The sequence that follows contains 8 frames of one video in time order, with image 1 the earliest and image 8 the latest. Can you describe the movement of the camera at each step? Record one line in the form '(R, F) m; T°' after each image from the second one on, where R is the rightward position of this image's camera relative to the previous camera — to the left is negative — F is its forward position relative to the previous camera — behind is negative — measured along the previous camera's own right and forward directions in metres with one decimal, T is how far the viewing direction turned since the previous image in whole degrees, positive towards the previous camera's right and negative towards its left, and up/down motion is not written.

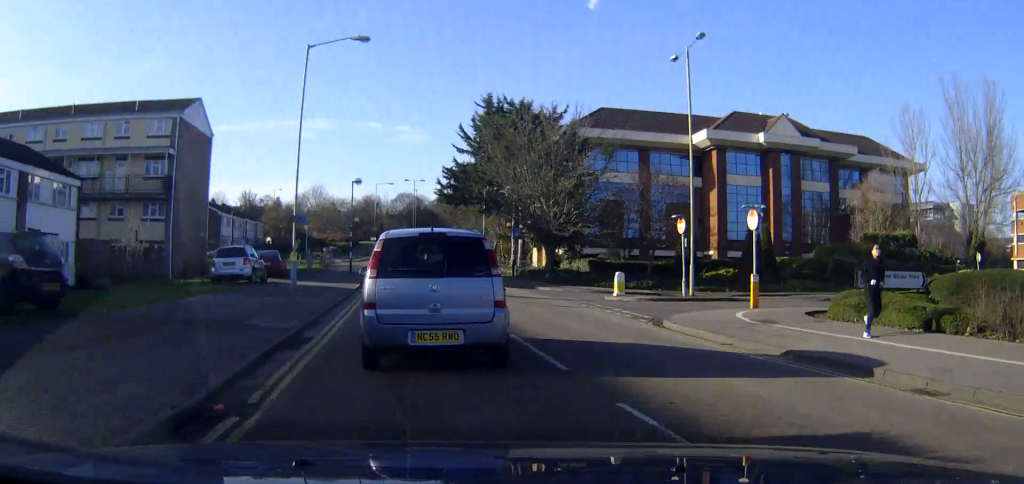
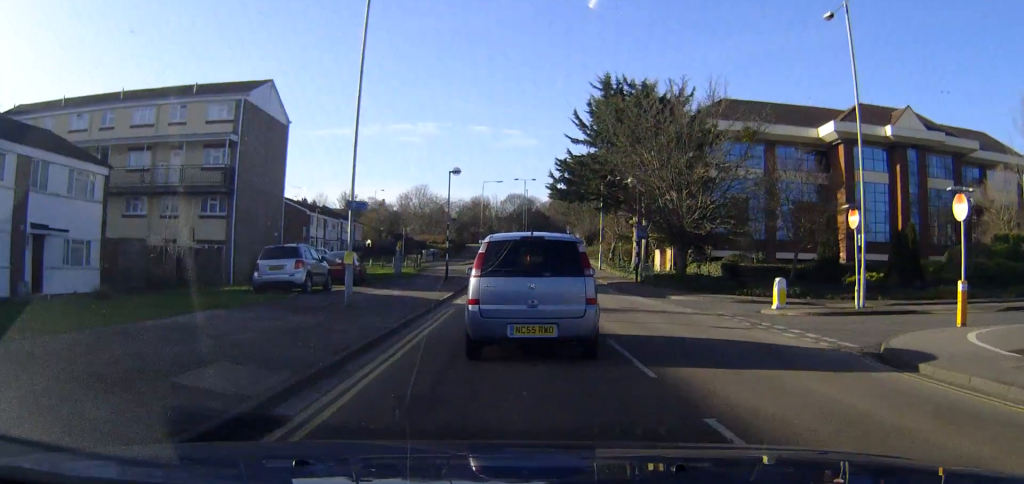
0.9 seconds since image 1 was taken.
(0.0, +5.3) m; 0°
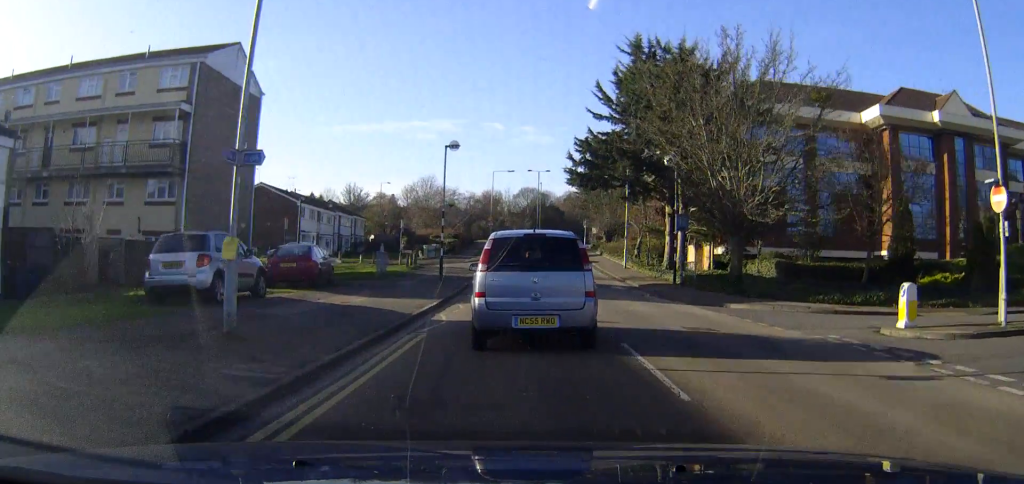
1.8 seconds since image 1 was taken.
(0.0, +6.4) m; 0°
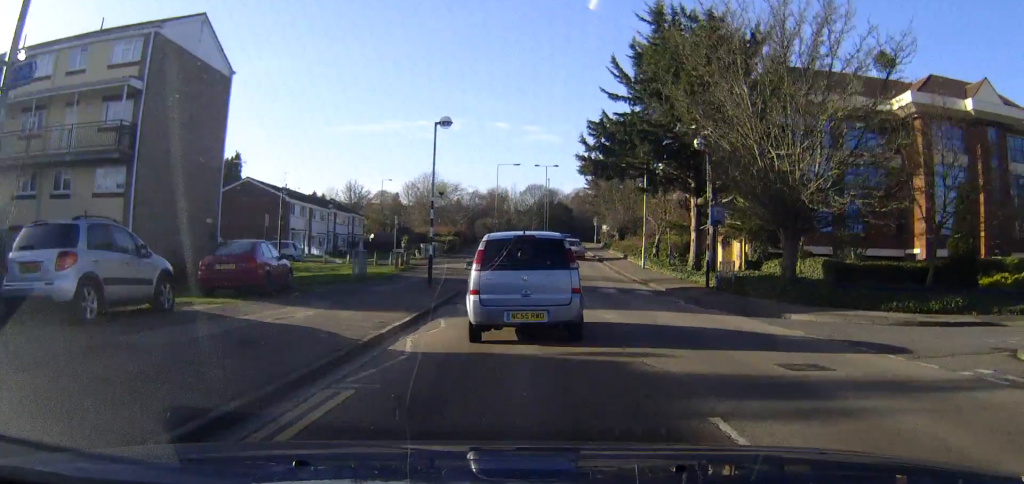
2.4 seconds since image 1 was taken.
(0.0, +5.0) m; 0°
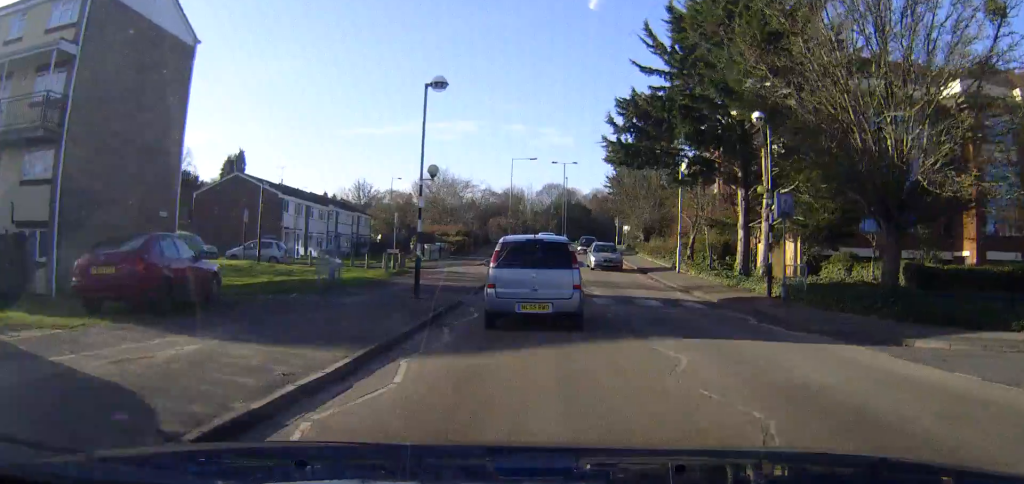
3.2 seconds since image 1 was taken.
(0.0, +6.6) m; 0°
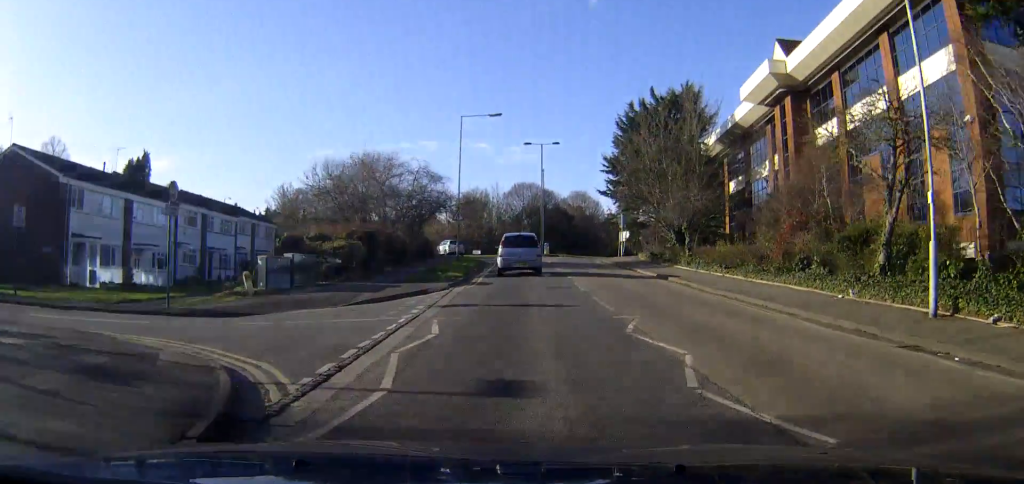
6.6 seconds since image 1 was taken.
(-3.5, +27.1) m; -9°
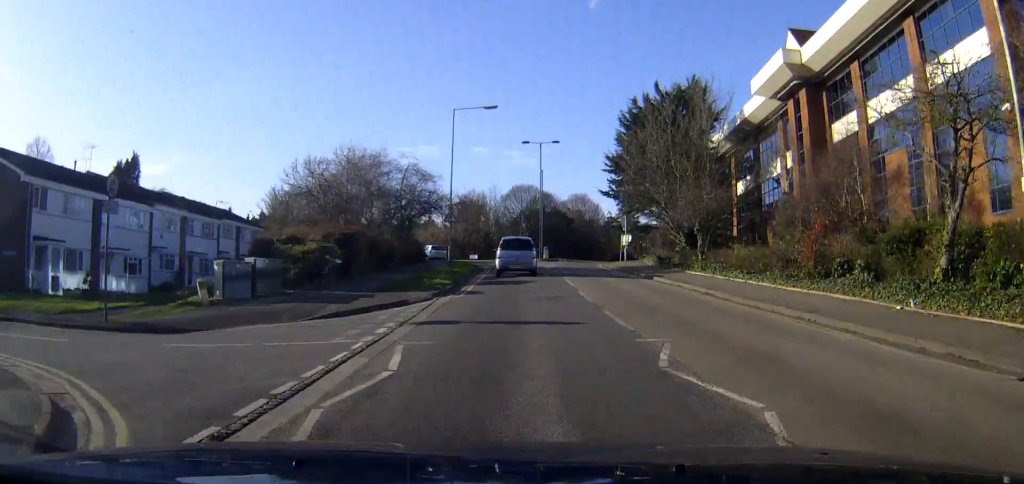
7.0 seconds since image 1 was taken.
(0.0, +3.4) m; +1°
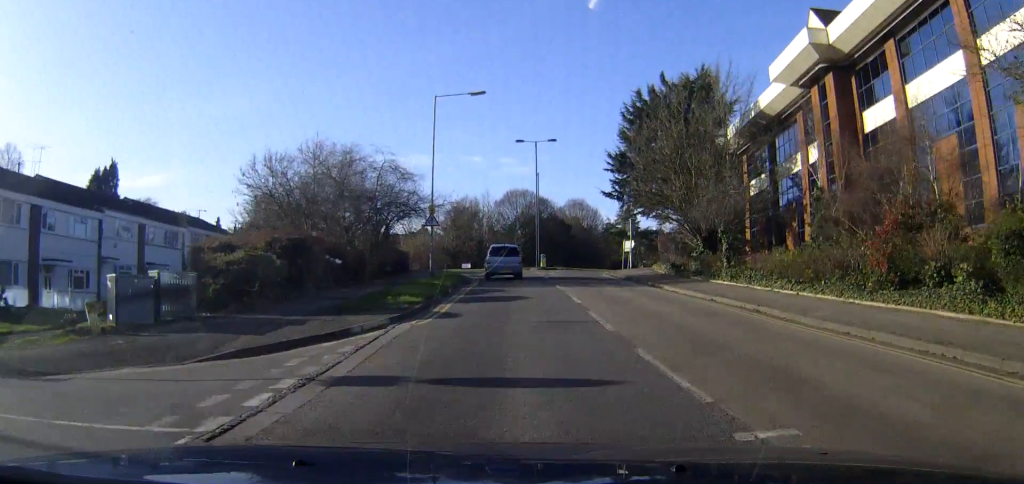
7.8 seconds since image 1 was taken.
(+0.1, +5.6) m; +1°
